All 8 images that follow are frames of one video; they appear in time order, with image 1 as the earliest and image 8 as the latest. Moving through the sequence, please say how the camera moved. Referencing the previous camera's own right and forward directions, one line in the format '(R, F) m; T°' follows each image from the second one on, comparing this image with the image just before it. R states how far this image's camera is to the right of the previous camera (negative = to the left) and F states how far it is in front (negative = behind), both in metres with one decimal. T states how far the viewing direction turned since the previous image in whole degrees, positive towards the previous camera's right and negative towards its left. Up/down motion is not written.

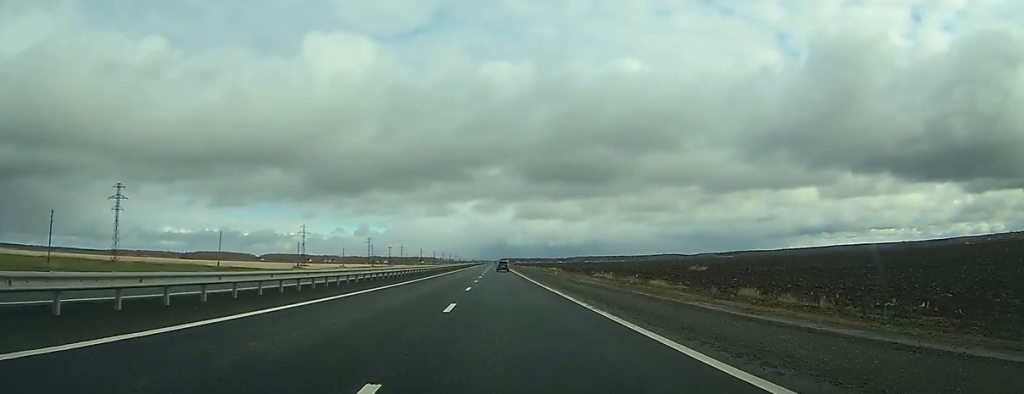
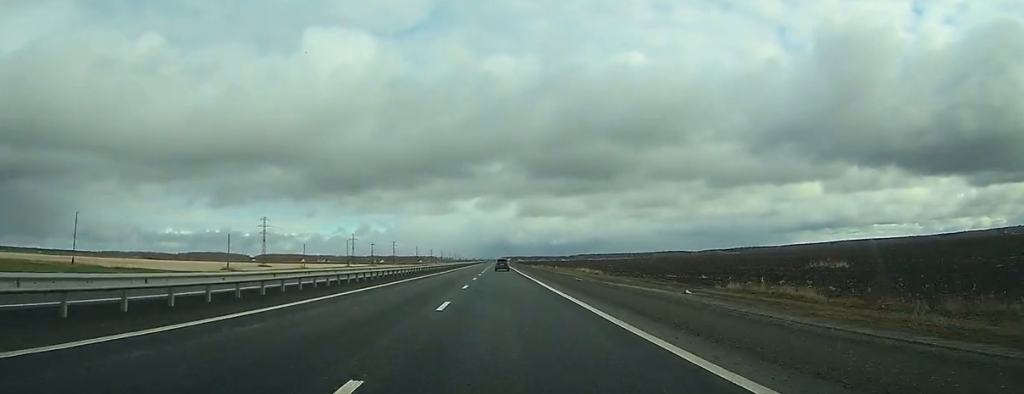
(-0.1, +57.7) m; 0°
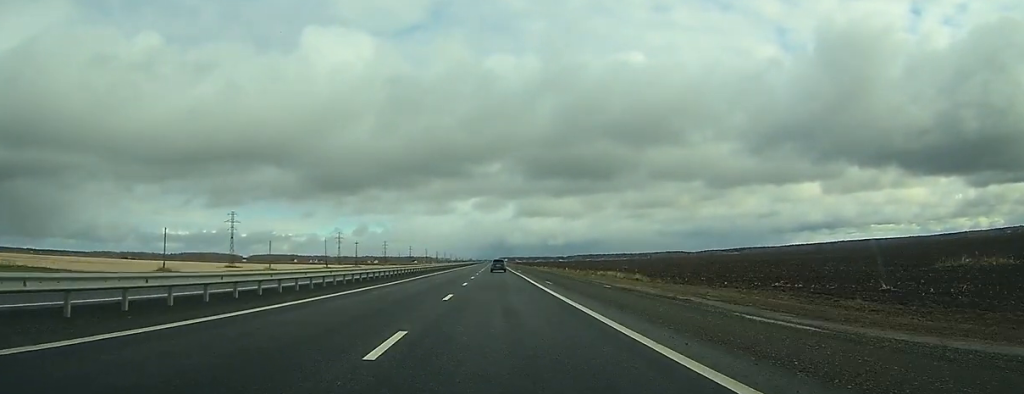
(+0.1, +33.2) m; 0°
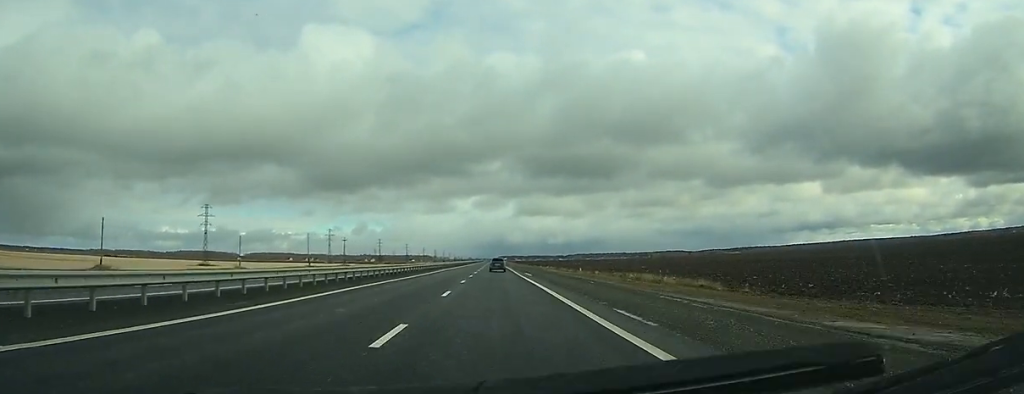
(0.0, +24.0) m; 0°
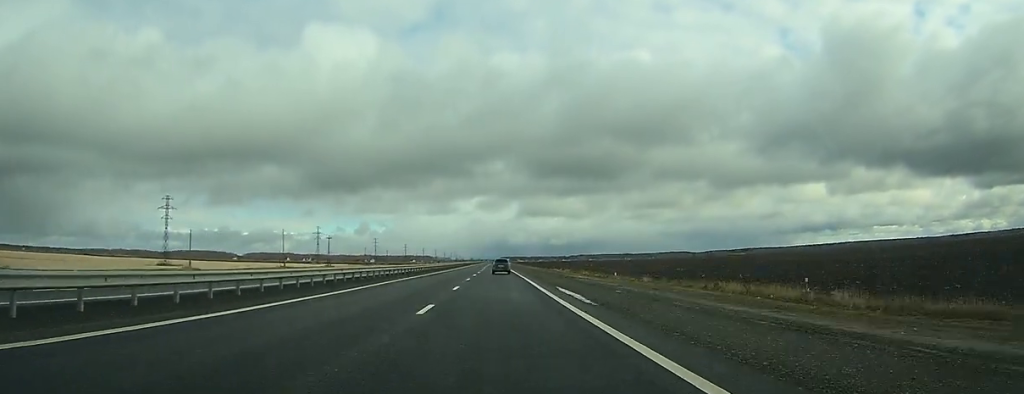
(+0.1, +31.5) m; 0°
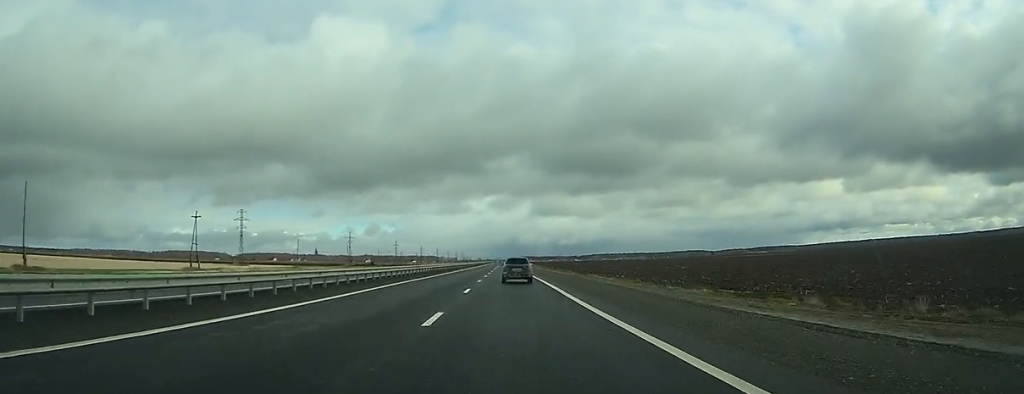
(-0.1, +120.6) m; 0°
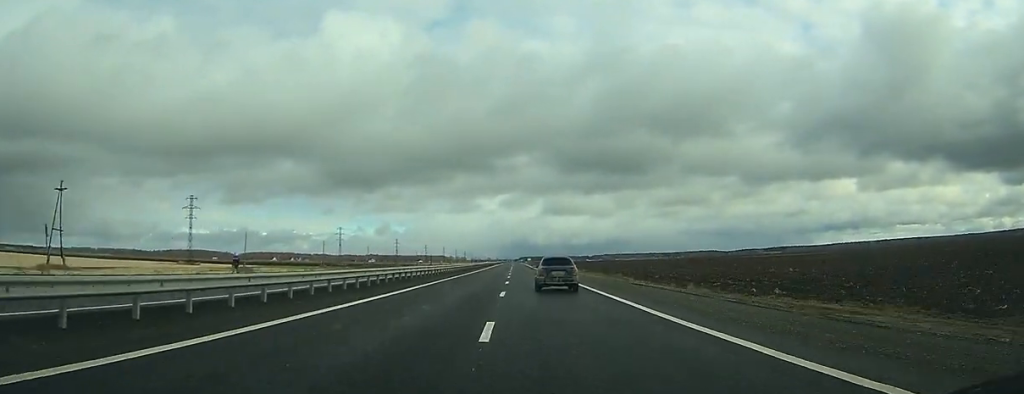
(-0.2, +48.1) m; 0°
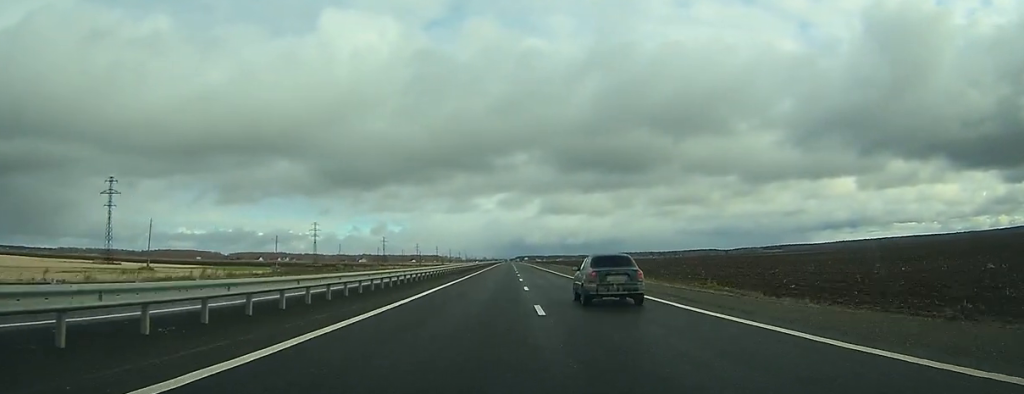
(-0.1, +43.8) m; 0°
